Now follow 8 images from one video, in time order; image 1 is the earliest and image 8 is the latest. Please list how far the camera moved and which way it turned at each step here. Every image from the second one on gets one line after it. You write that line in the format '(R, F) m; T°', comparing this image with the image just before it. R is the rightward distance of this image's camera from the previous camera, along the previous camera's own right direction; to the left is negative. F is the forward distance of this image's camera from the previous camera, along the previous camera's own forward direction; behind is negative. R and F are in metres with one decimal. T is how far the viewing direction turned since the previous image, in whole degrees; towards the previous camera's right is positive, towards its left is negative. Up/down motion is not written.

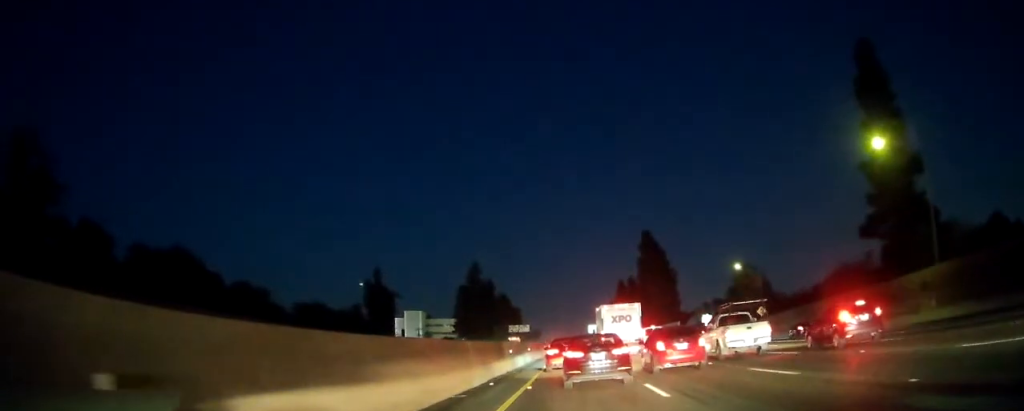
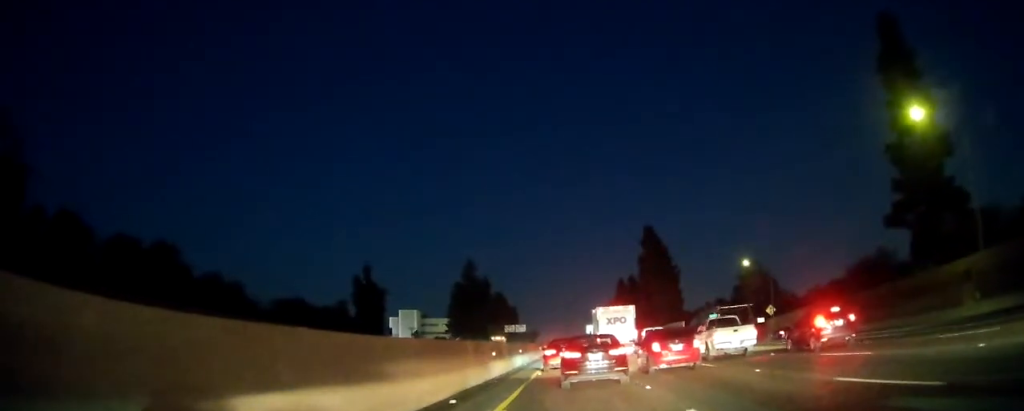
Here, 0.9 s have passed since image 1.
(+0.2, +6.6) m; +2°
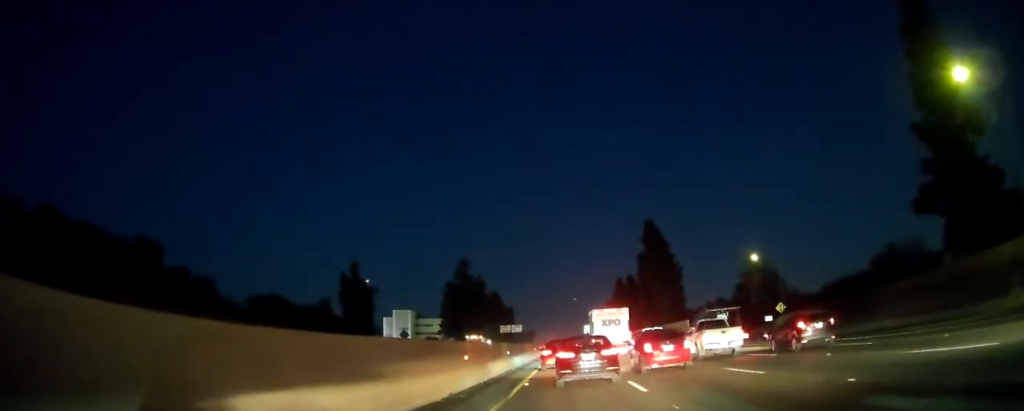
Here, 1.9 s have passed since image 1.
(0.0, +6.5) m; -1°
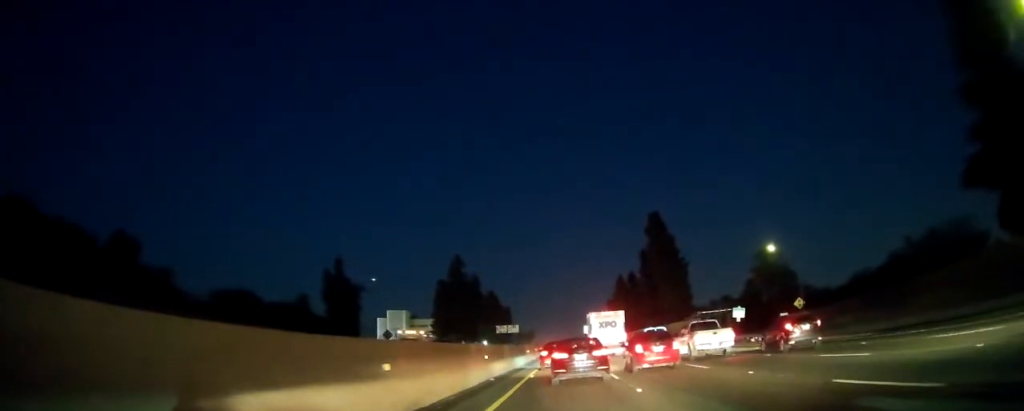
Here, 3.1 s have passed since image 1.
(-0.1, +8.5) m; 0°
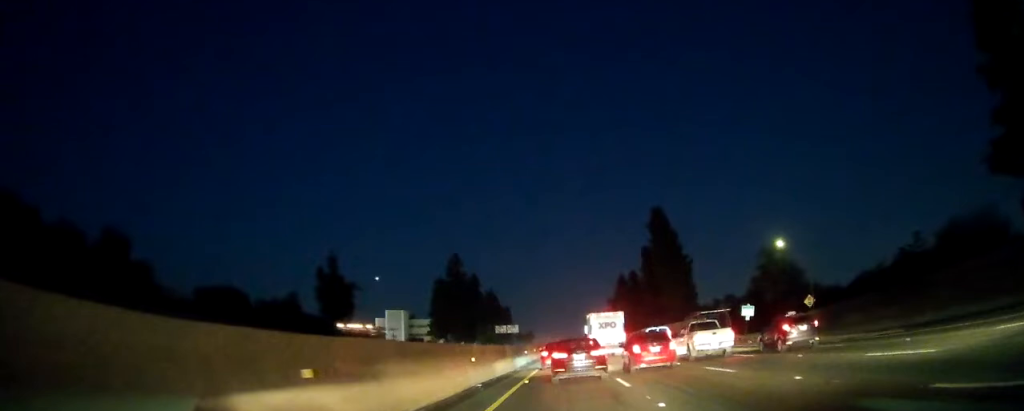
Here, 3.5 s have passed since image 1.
(0.0, +3.4) m; 0°
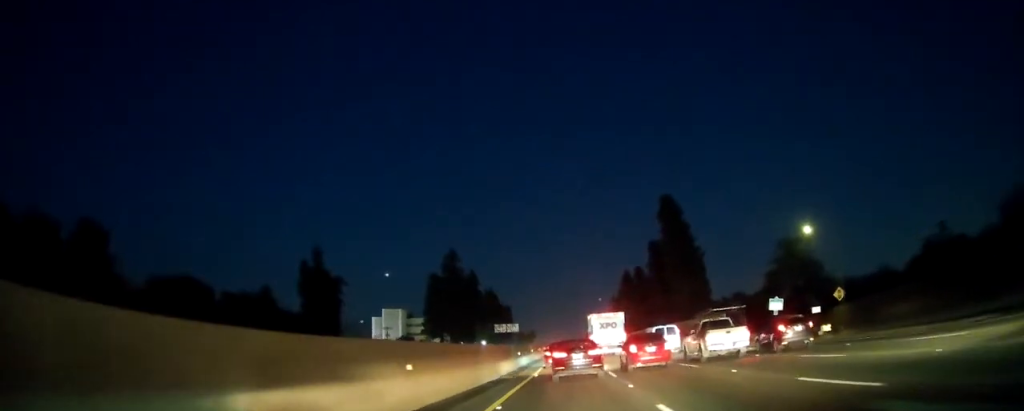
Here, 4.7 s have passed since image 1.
(0.0, +8.5) m; -1°
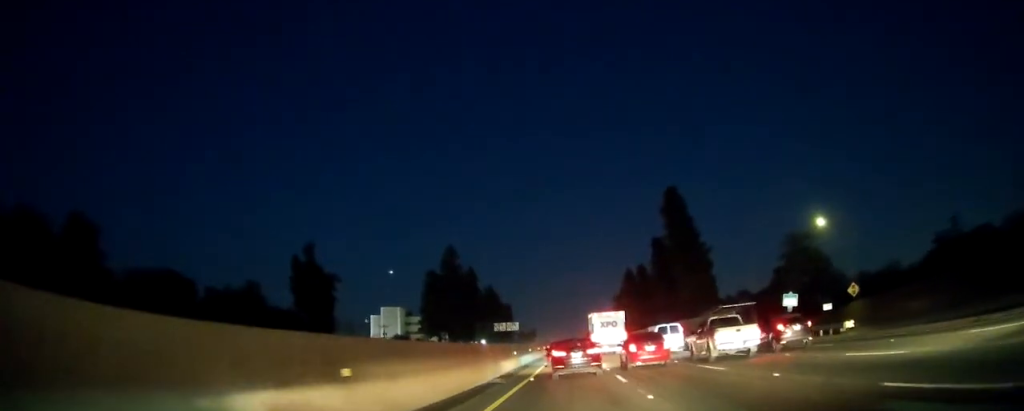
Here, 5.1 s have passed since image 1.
(0.0, +3.7) m; -1°
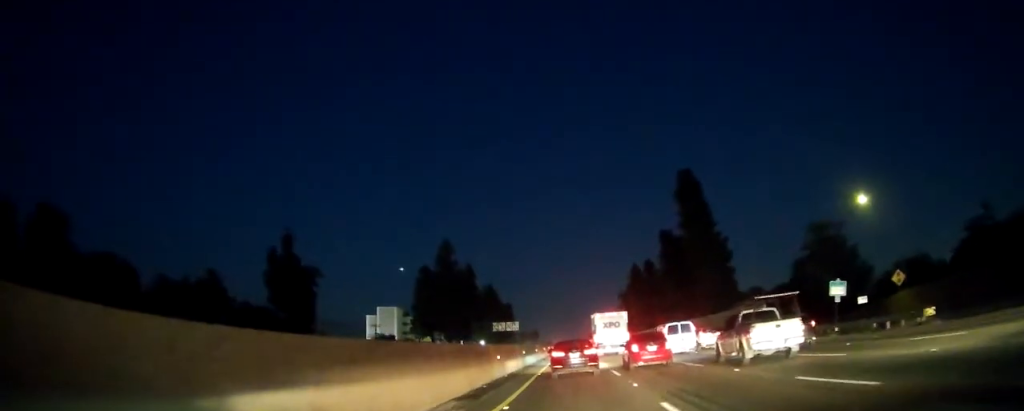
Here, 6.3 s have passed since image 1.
(0.0, +9.7) m; 0°
